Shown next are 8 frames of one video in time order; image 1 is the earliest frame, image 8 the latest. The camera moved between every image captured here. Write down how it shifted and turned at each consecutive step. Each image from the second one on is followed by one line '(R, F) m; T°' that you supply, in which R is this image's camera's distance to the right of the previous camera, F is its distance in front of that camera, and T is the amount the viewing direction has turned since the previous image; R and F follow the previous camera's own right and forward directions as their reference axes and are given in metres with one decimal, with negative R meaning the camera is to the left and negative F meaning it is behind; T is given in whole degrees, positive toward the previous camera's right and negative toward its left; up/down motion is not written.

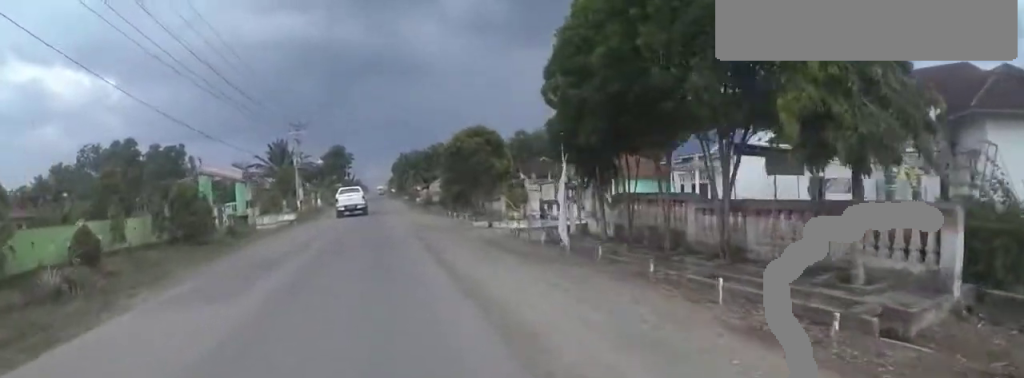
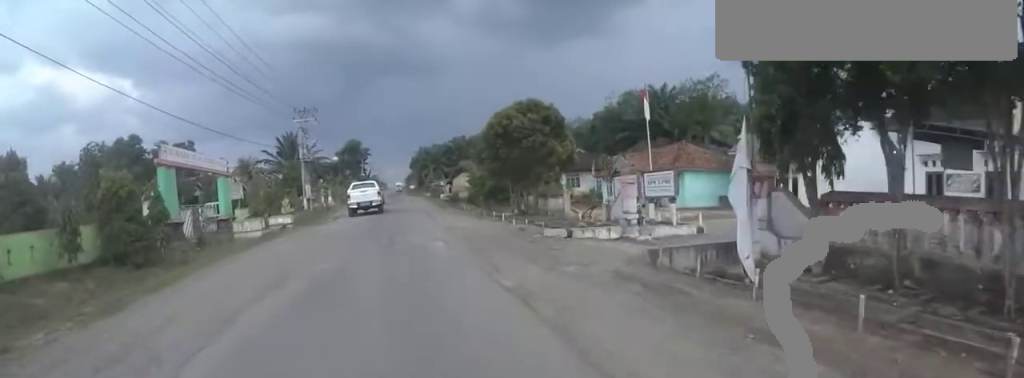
(0.0, +6.3) m; 0°
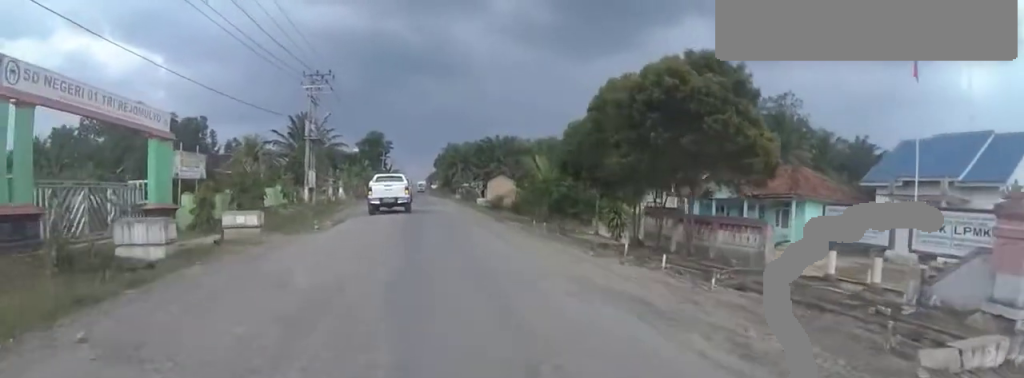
(0.0, +10.2) m; 0°
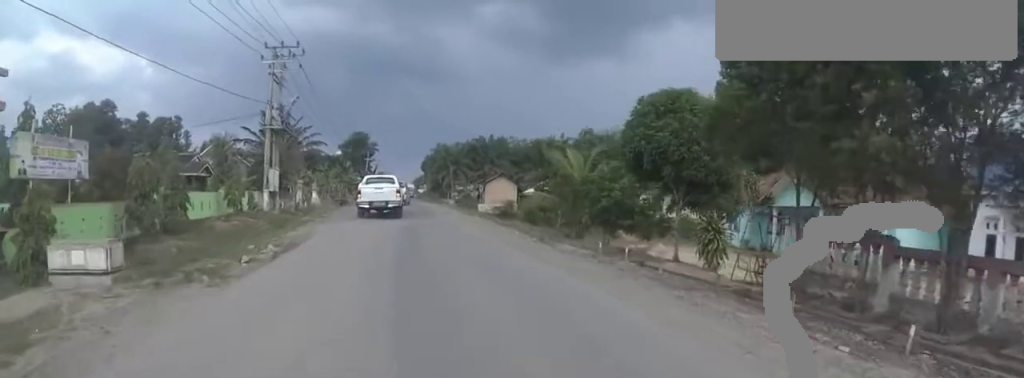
(0.0, +7.9) m; 0°
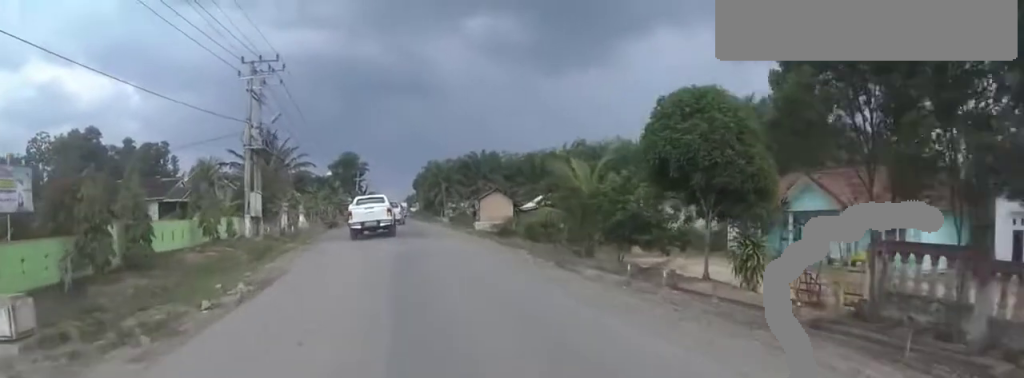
(0.0, +2.2) m; 0°
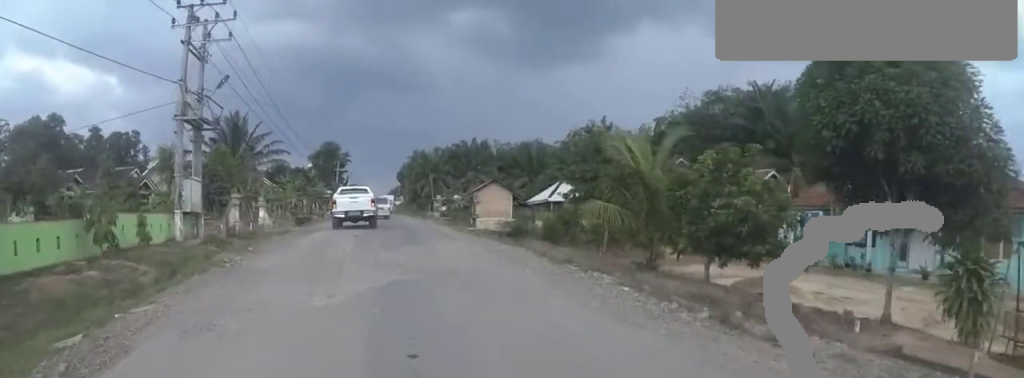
(0.0, +6.6) m; 0°
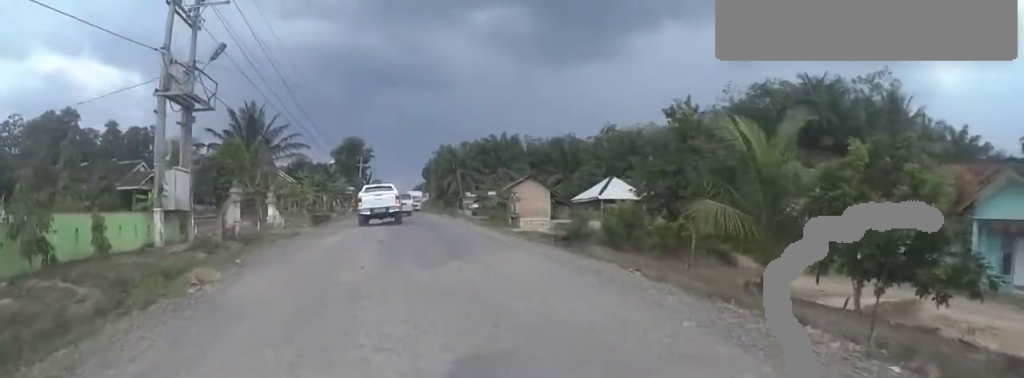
(0.0, +3.7) m; 0°
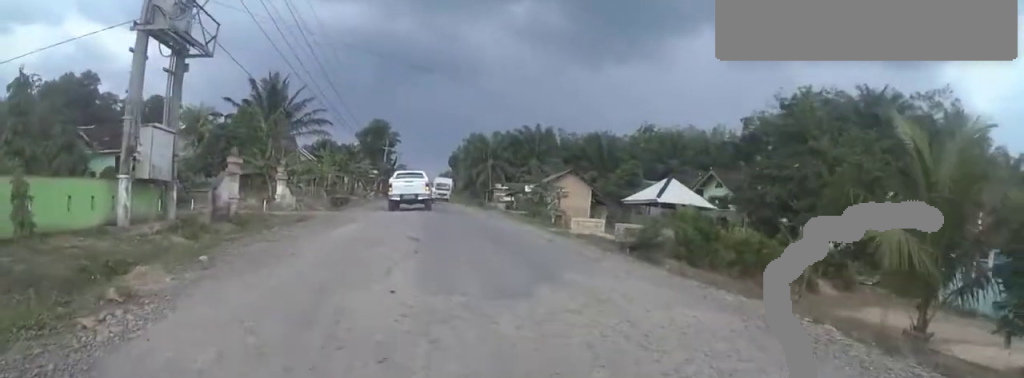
(0.0, +3.6) m; 0°
